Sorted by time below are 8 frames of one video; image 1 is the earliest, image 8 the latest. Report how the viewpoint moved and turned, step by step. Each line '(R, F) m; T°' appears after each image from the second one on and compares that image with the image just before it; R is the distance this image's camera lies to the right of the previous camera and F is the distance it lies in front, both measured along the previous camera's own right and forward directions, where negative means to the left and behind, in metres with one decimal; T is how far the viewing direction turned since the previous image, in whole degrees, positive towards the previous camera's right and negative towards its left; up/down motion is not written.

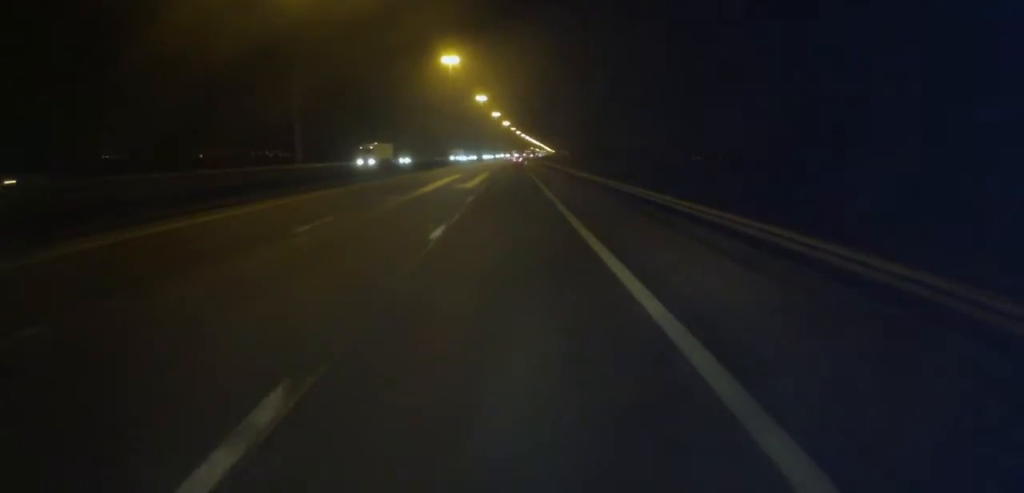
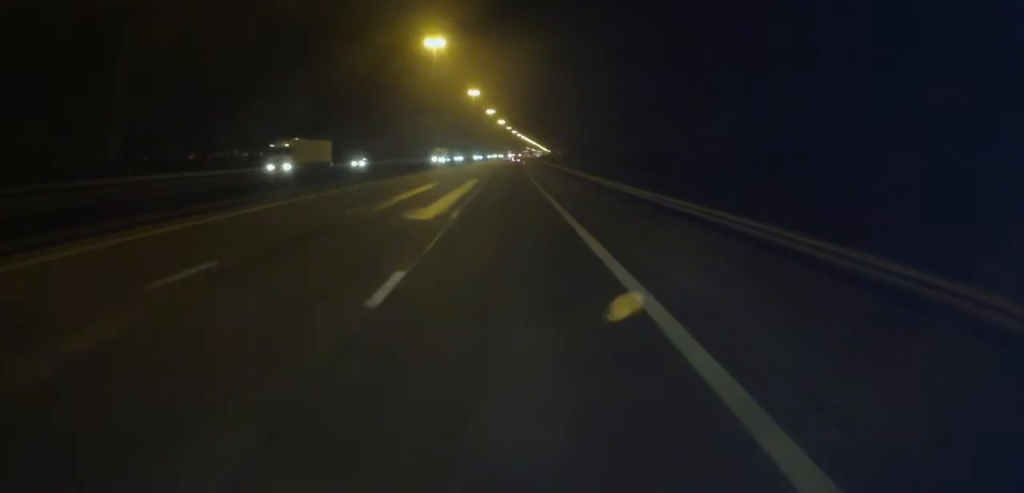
(+0.1, +19.6) m; +1°
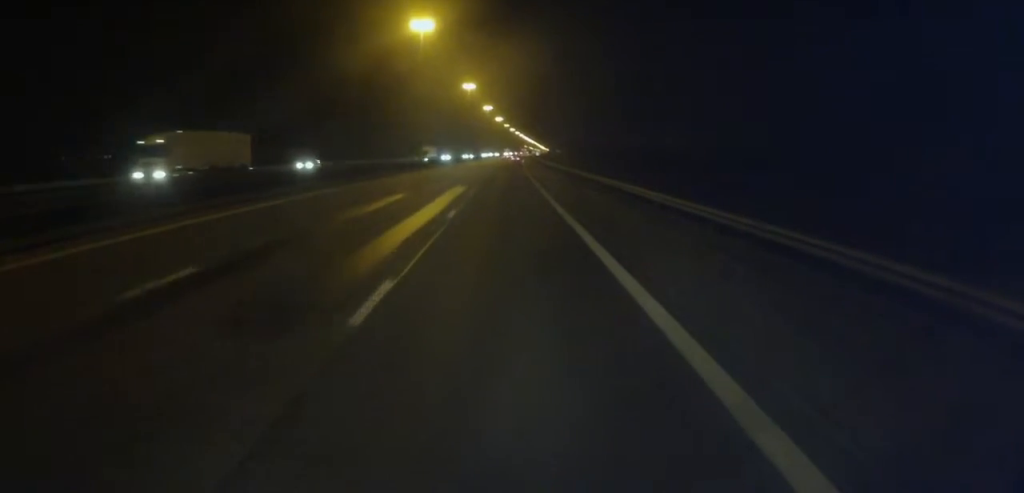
(+0.1, +13.3) m; 0°
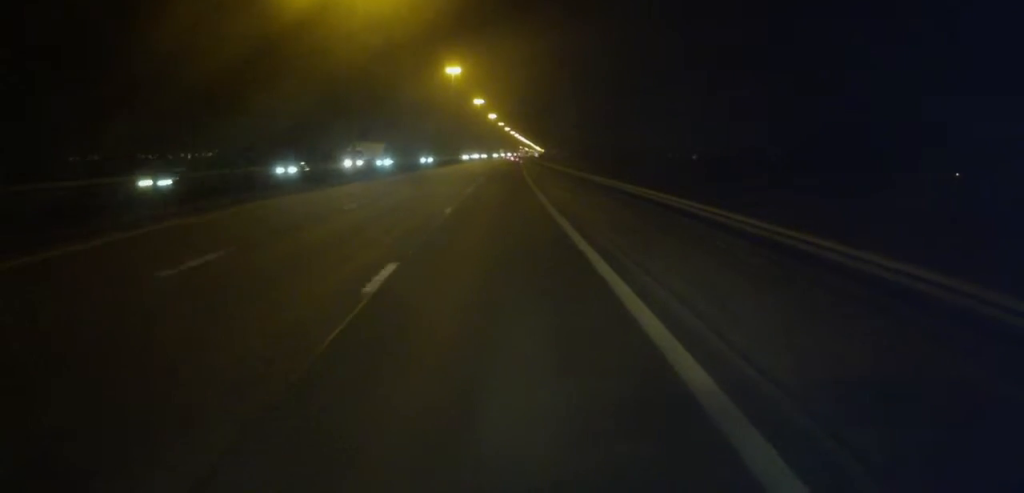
(0.0, +36.0) m; 0°
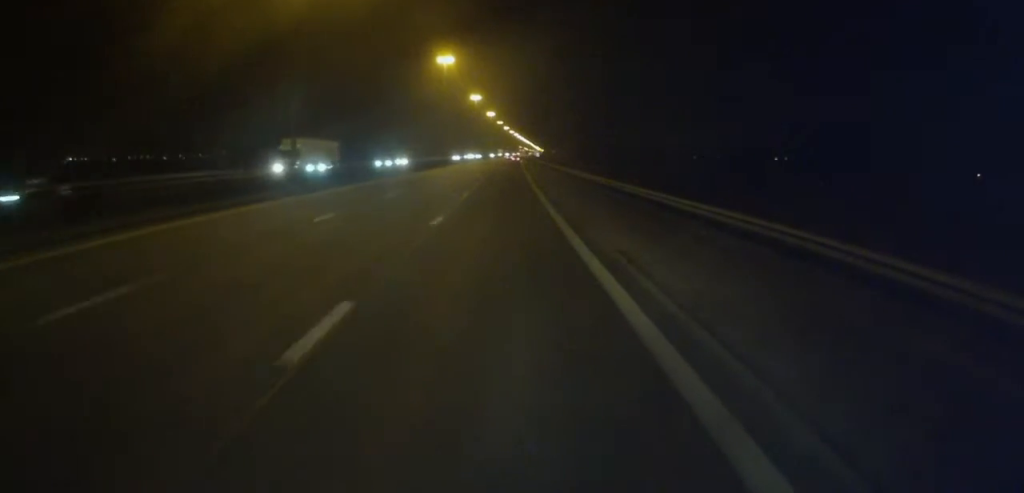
(0.0, +15.6) m; +1°
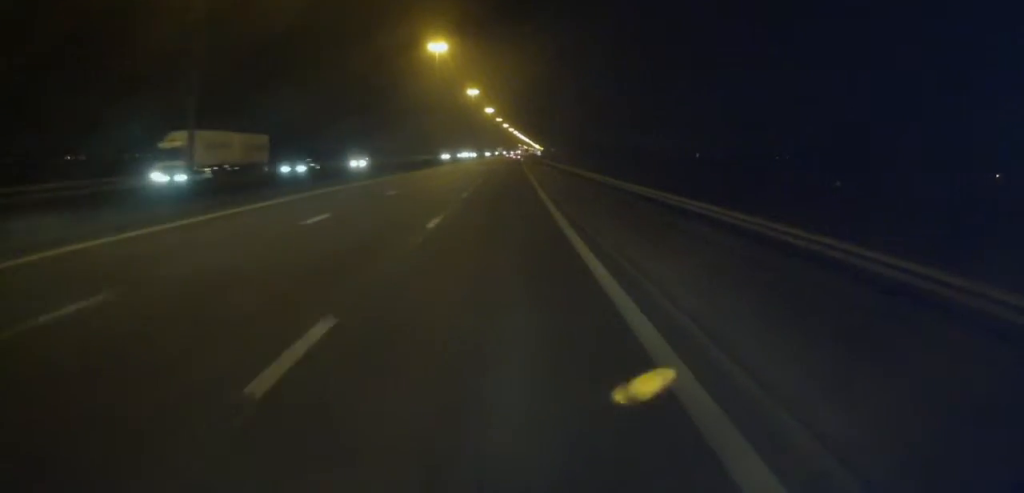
(-0.1, +13.3) m; +1°
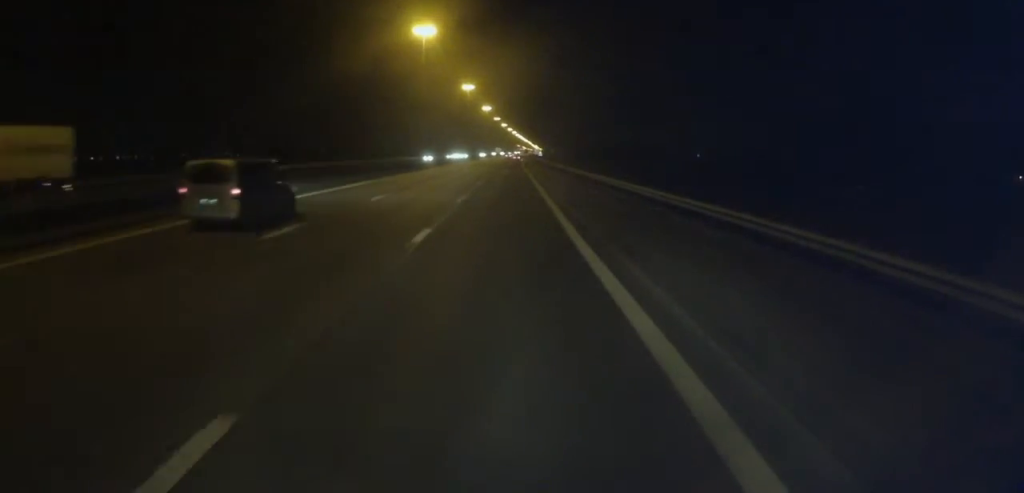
(+0.3, +15.7) m; 0°
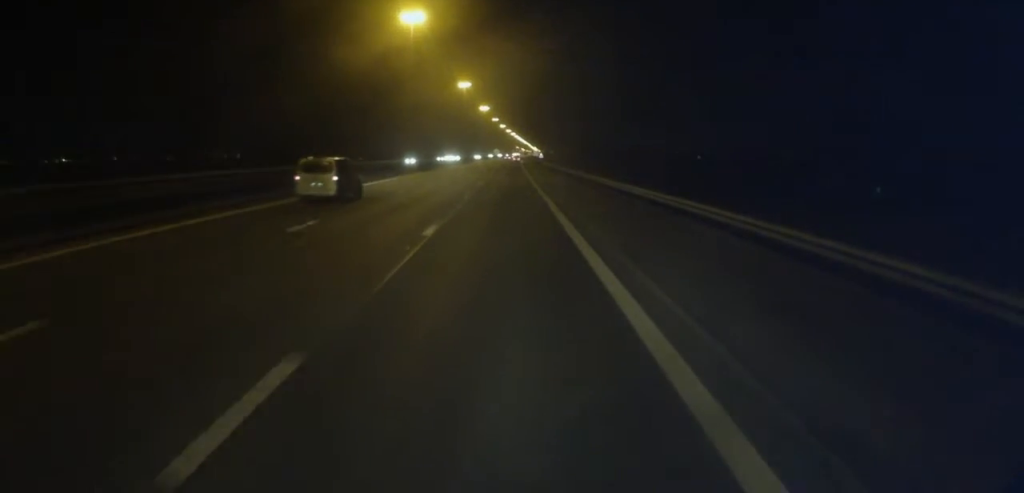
(+0.1, +11.0) m; 0°
